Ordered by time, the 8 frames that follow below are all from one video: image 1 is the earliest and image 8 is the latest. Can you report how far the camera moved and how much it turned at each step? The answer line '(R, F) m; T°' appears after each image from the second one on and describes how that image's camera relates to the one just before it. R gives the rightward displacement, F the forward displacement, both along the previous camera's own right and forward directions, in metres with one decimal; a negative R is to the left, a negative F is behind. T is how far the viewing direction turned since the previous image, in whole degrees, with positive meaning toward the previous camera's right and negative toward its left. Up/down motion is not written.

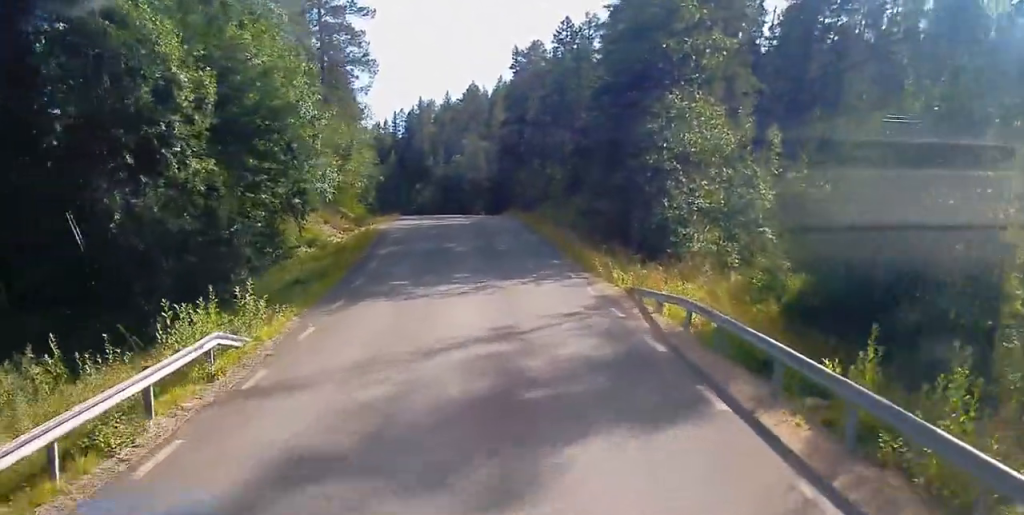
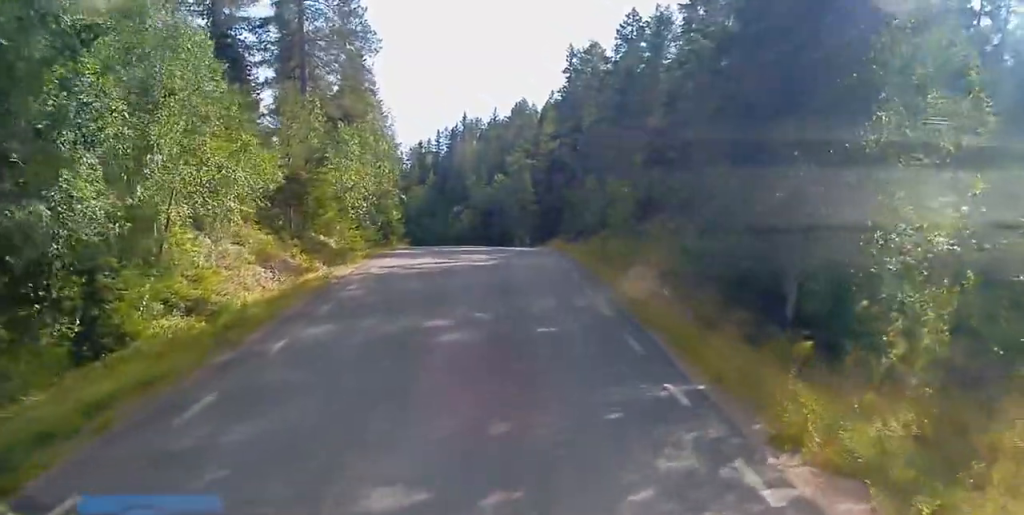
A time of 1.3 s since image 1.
(-0.6, +13.7) m; -5°
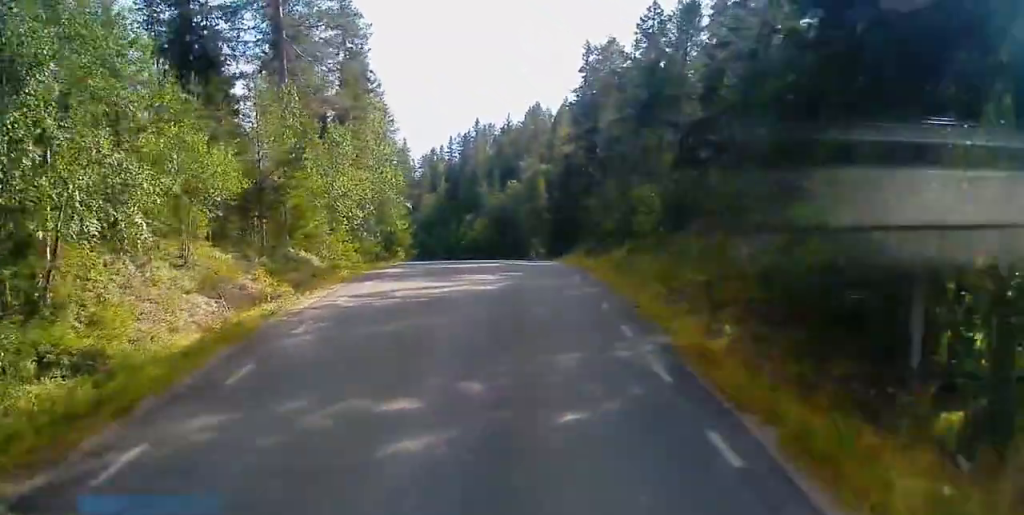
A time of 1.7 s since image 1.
(-0.2, +4.7) m; -2°
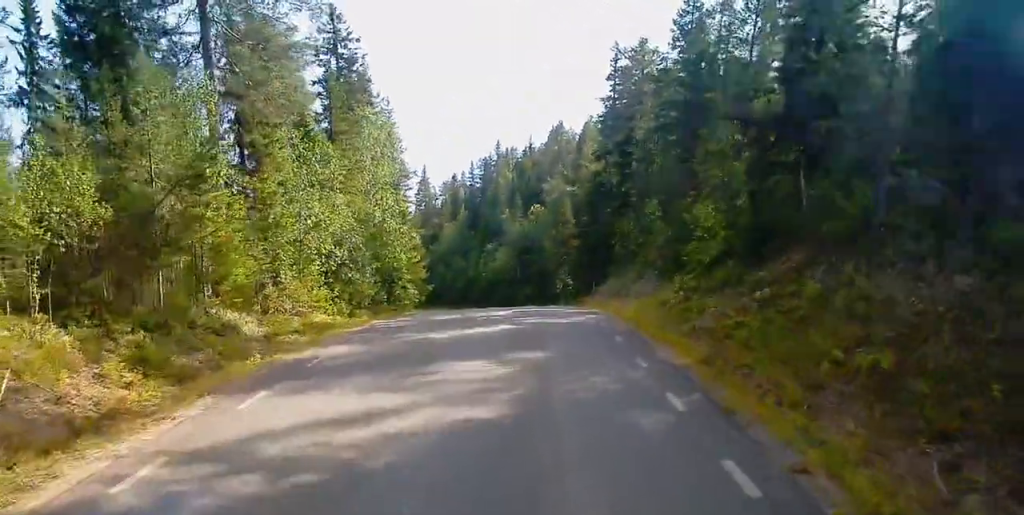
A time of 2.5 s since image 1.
(0.0, +8.6) m; 0°
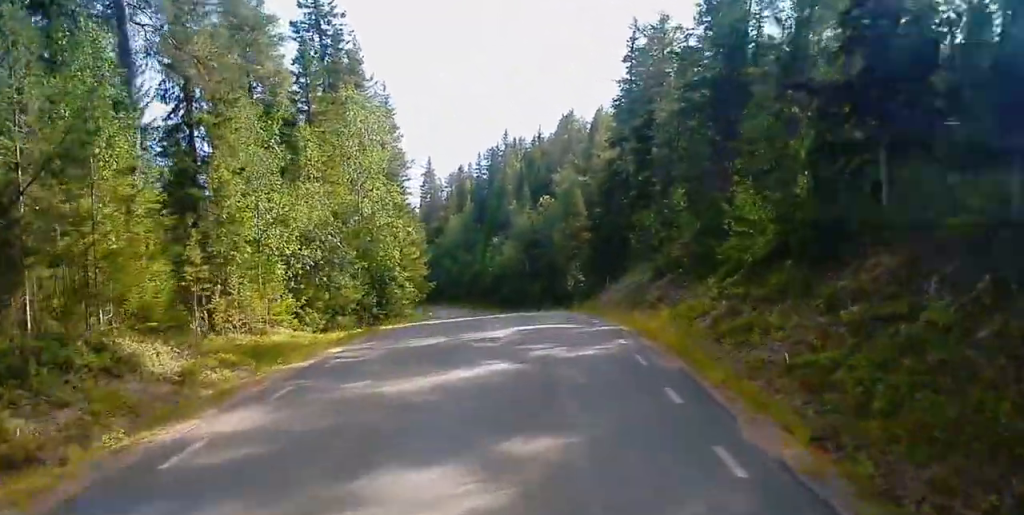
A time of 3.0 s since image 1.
(0.0, +5.1) m; 0°
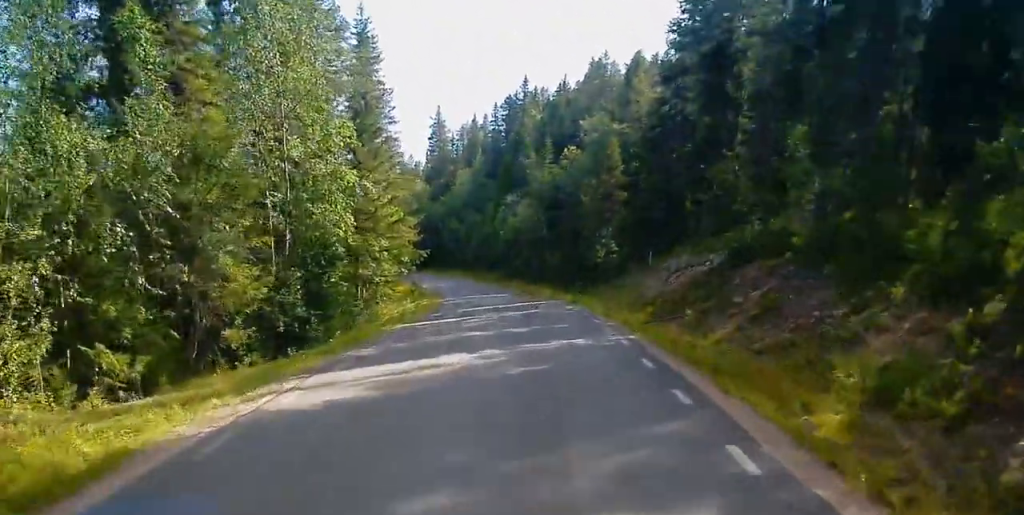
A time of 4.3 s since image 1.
(0.0, +14.3) m; 0°
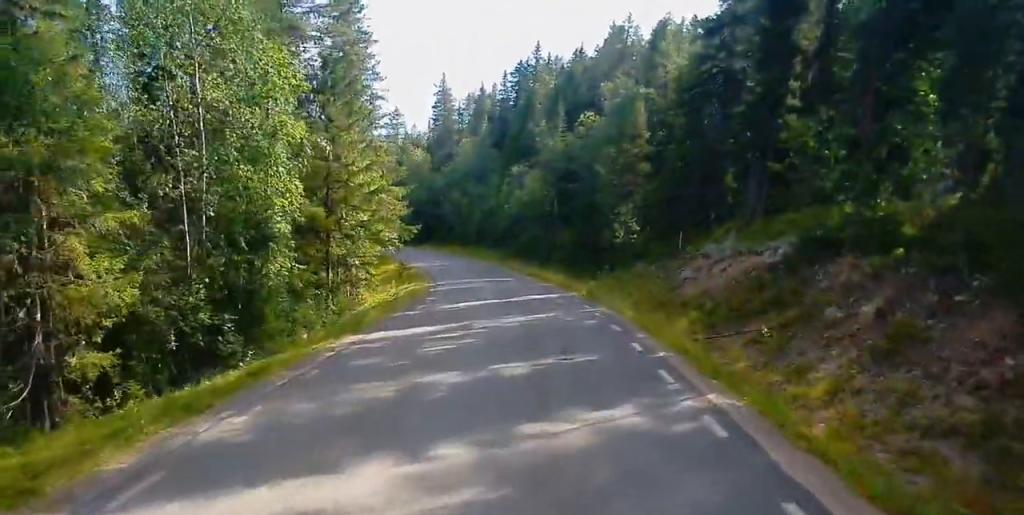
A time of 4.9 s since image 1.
(0.0, +7.3) m; 0°
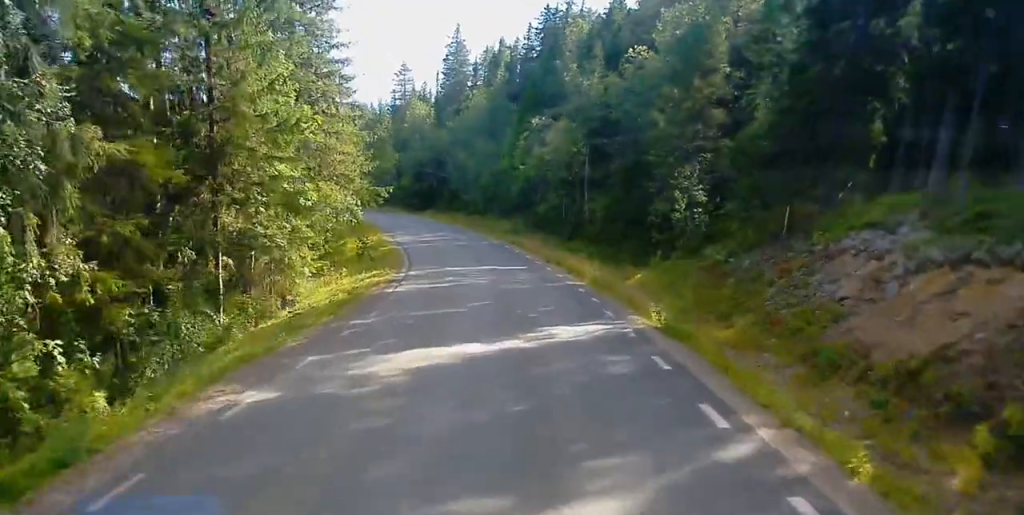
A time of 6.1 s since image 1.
(-0.1, +14.1) m; -2°
